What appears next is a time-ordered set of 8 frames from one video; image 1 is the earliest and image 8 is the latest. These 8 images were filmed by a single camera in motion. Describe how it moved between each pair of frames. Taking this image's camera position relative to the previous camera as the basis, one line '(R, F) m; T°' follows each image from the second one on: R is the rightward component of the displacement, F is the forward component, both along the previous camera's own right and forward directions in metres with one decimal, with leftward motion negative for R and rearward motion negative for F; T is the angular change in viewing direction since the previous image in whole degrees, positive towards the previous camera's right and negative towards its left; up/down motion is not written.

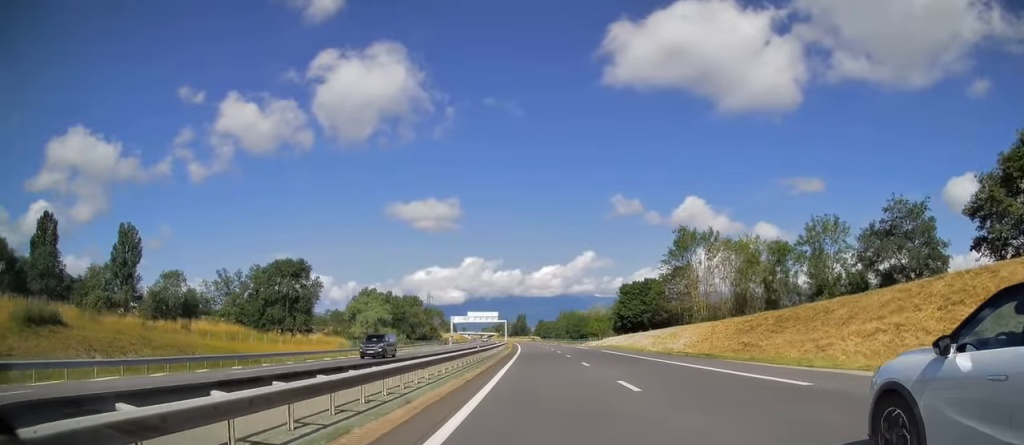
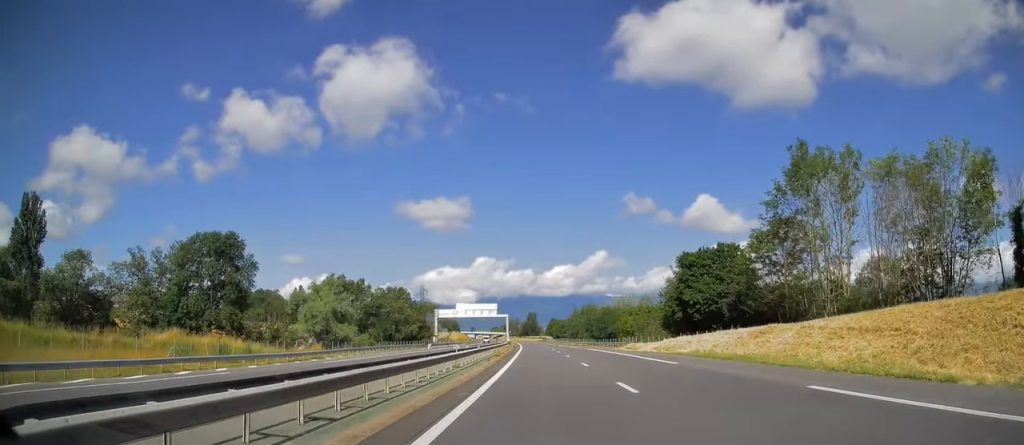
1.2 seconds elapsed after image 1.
(-0.4, +39.3) m; -1°
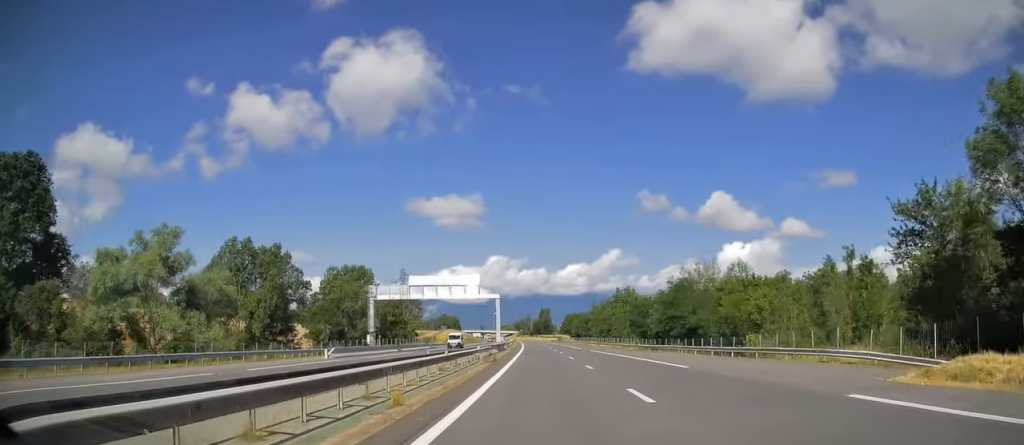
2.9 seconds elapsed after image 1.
(-0.7, +53.8) m; -1°
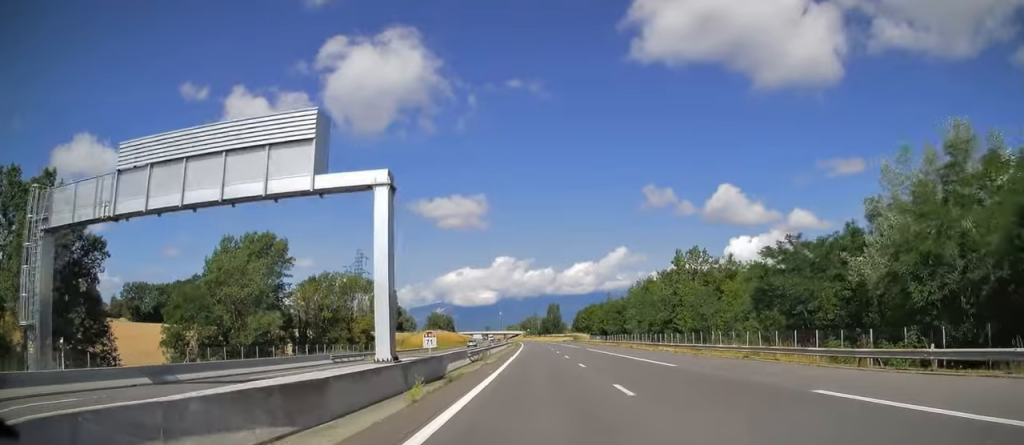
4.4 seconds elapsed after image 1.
(-0.1, +50.5) m; -1°
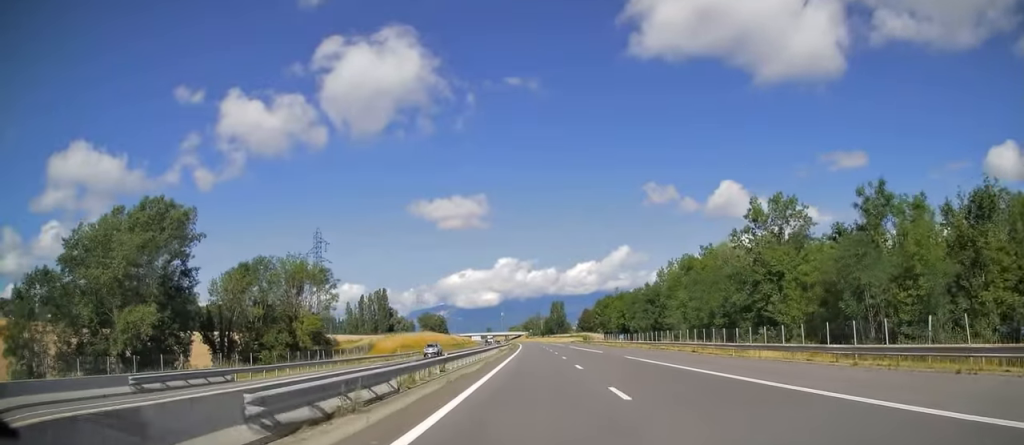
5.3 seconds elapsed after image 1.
(-0.5, +26.9) m; -1°
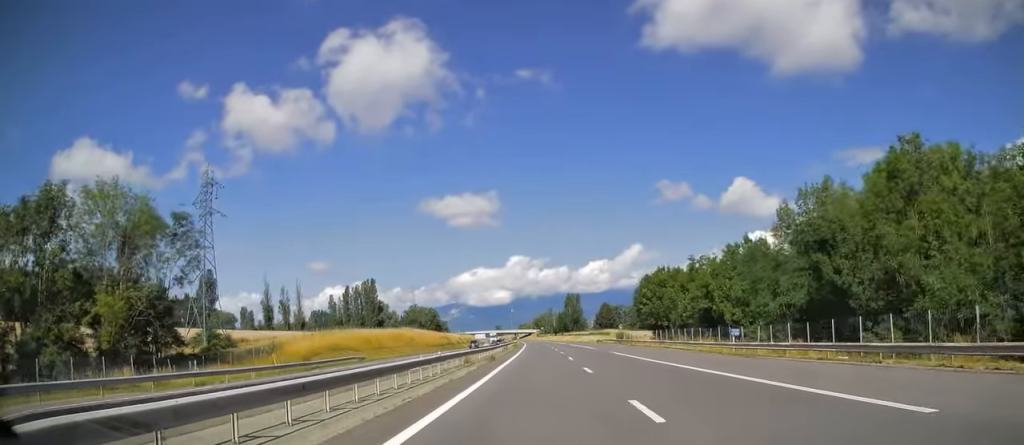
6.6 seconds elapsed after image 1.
(+0.1, +42.5) m; +1°
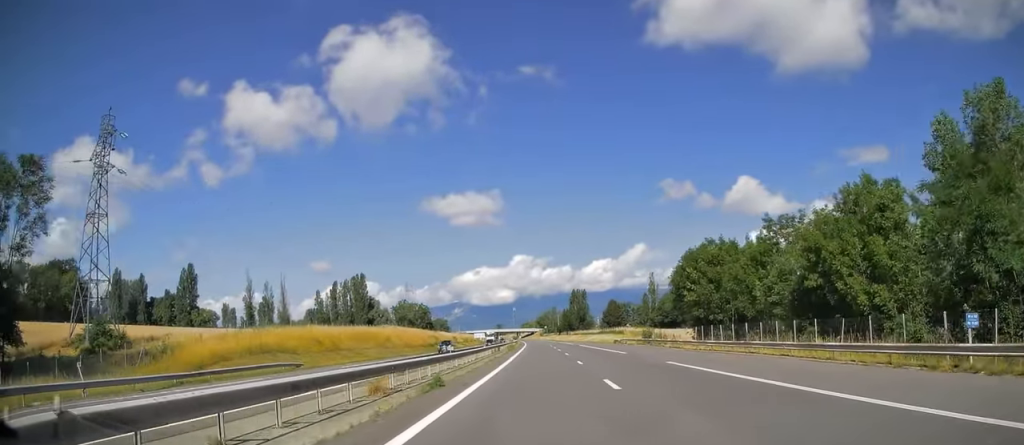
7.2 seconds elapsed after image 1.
(0.0, +20.4) m; 0°
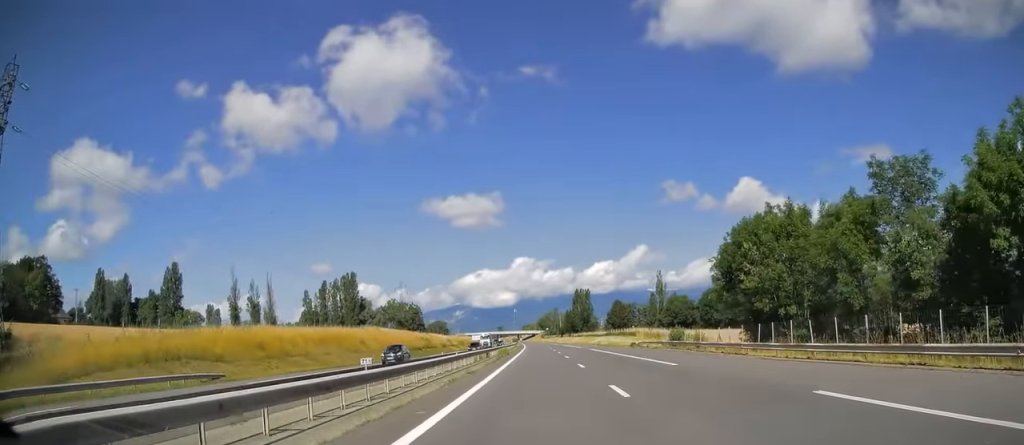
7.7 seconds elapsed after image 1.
(+0.1, +14.5) m; 0°
